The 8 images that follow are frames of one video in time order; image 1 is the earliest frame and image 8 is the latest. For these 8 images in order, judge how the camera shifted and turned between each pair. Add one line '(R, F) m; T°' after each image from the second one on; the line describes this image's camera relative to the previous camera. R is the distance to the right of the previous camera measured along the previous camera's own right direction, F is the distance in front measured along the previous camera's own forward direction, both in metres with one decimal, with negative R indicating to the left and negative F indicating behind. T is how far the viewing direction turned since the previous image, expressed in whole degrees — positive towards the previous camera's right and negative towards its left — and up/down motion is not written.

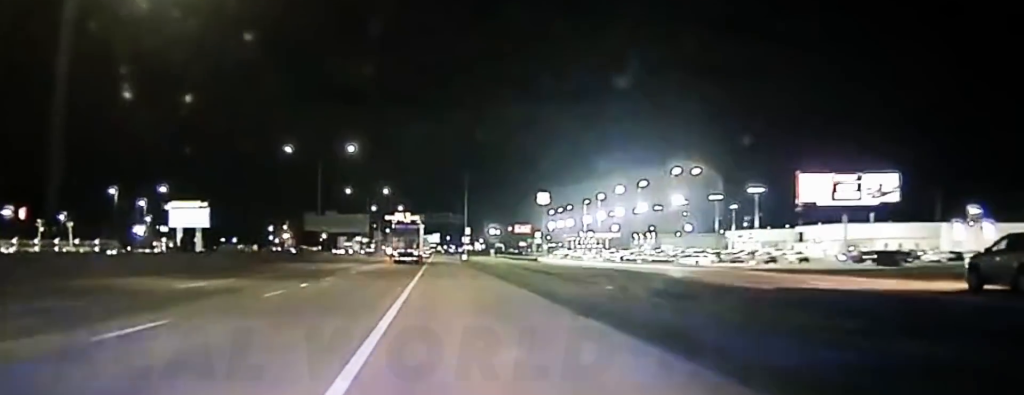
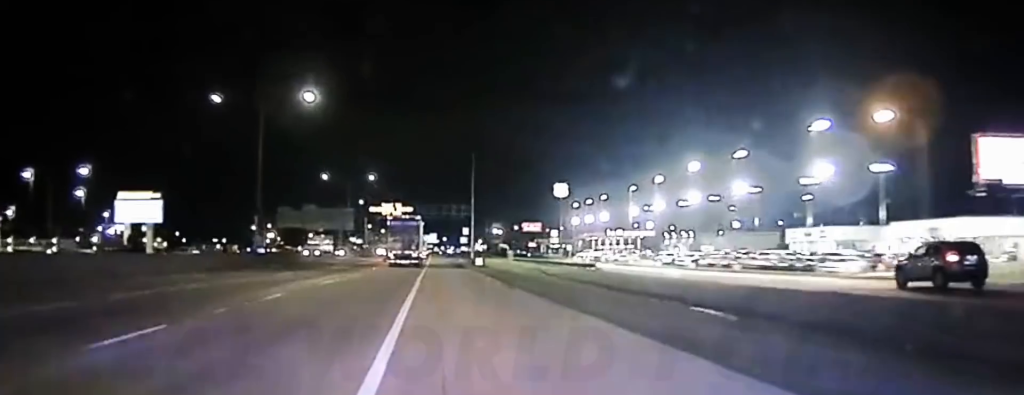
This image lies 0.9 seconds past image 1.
(+0.1, +35.1) m; -1°
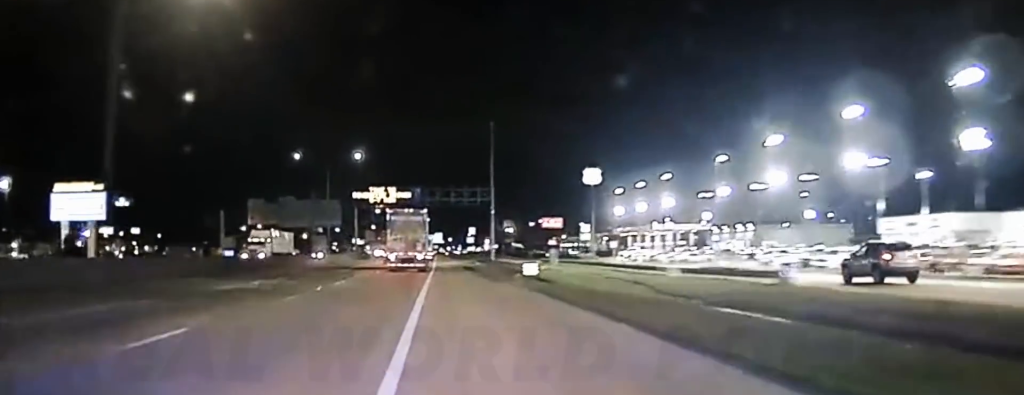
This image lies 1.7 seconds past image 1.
(-0.2, +32.3) m; -1°
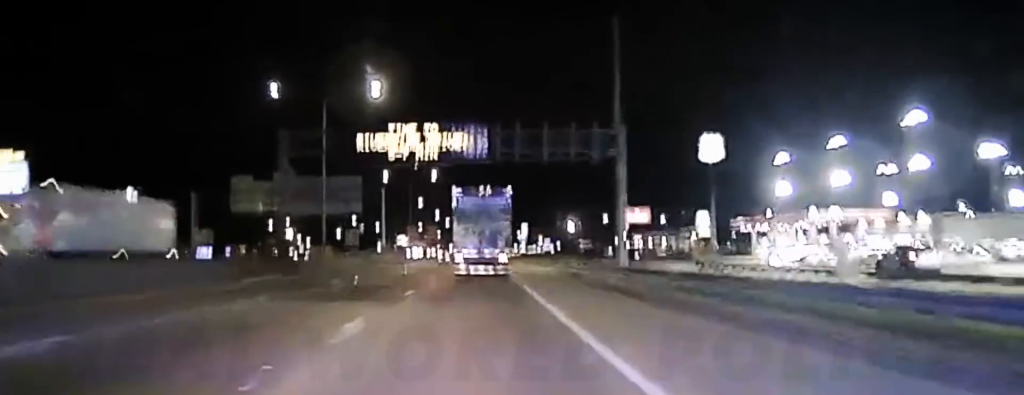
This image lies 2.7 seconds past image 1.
(-1.0, +46.0) m; -1°
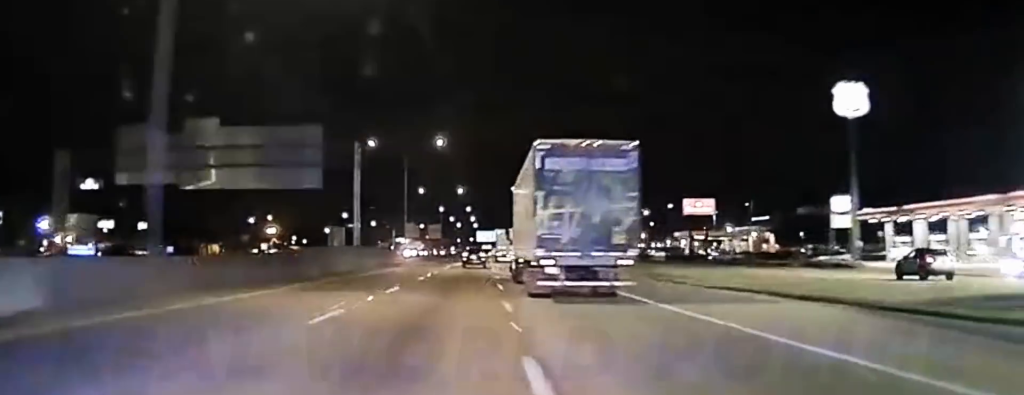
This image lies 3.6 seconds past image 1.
(-0.1, +46.1) m; 0°
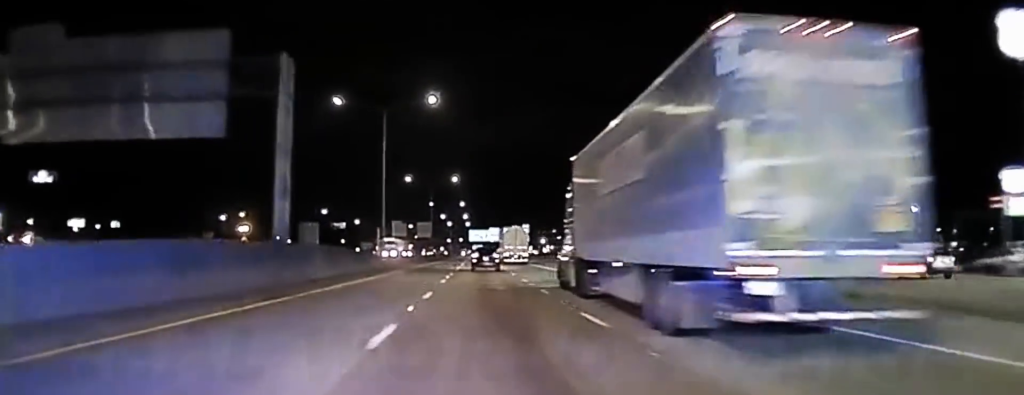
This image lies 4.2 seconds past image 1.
(+0.3, +30.6) m; +1°
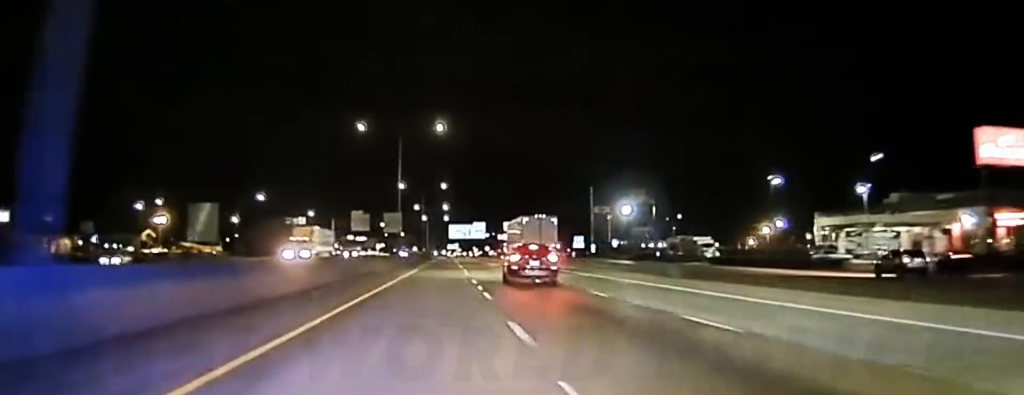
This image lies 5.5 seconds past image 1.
(+0.5, +63.2) m; +2°
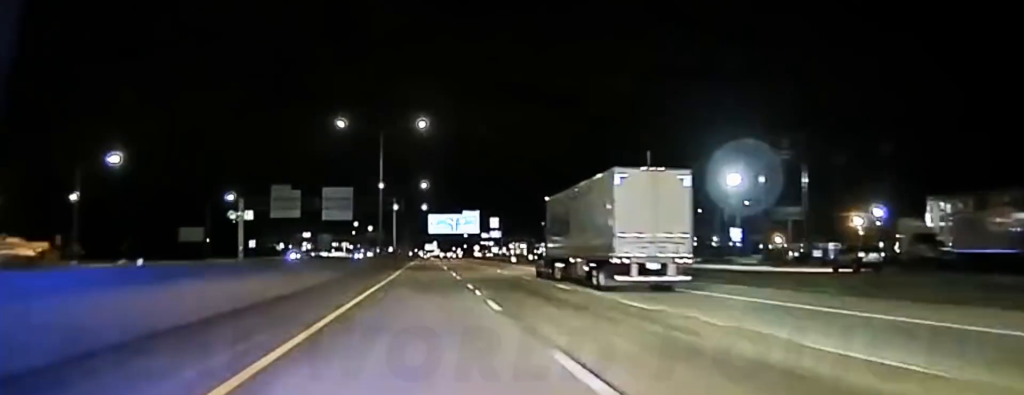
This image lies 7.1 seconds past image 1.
(+1.8, +78.2) m; +2°
